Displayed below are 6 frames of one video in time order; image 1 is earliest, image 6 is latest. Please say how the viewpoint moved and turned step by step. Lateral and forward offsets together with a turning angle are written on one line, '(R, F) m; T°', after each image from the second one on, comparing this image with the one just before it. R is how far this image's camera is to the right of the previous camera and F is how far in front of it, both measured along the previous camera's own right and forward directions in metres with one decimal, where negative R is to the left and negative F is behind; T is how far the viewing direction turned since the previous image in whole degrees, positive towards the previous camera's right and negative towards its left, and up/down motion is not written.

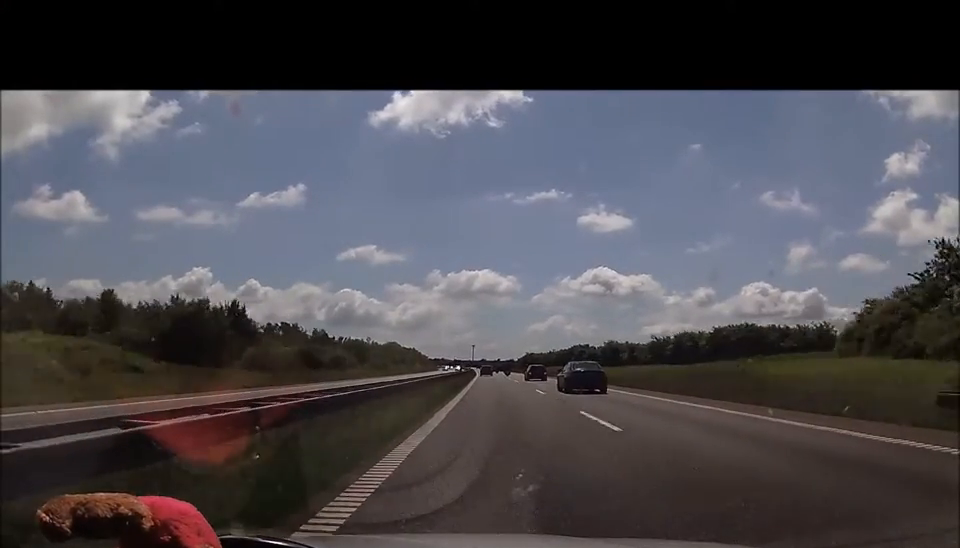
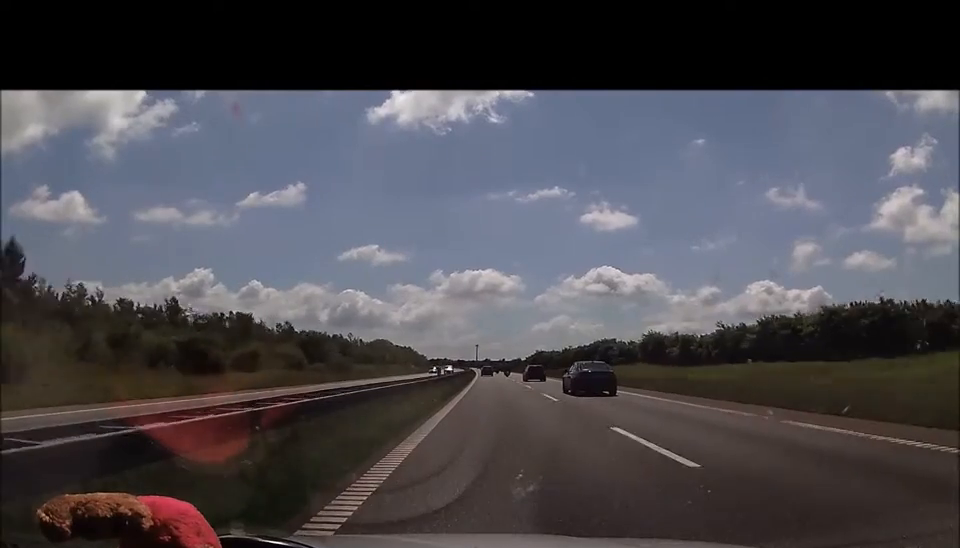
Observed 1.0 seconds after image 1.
(-0.1, +35.6) m; 0°
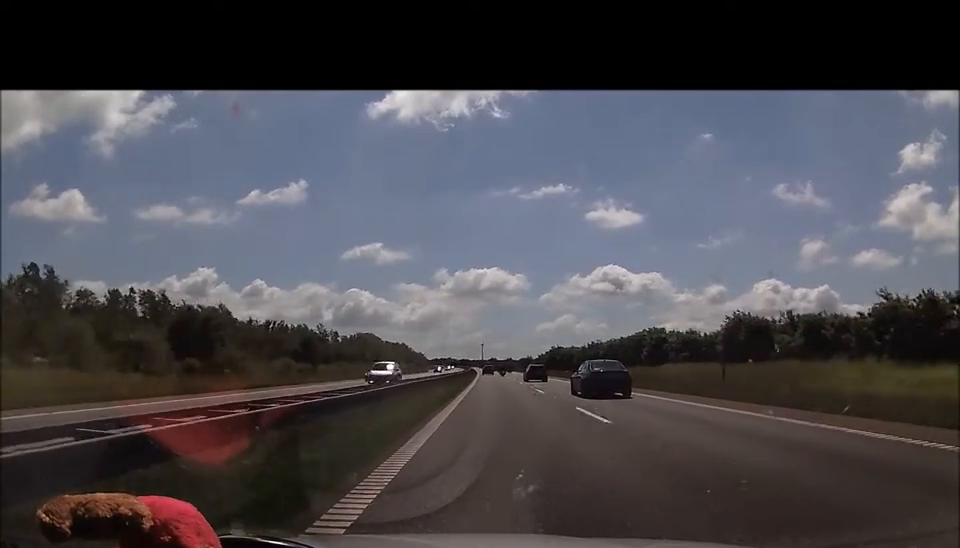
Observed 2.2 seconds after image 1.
(0.0, +42.8) m; -1°
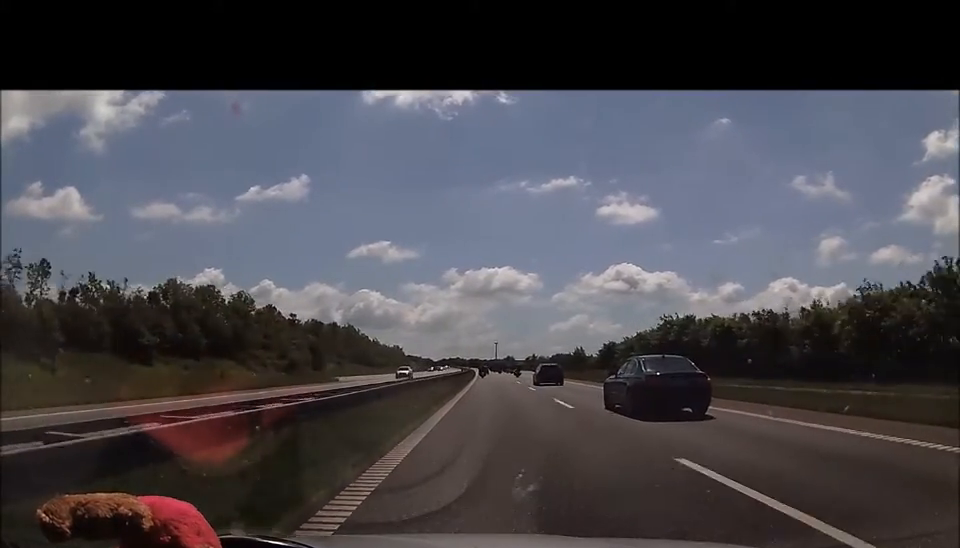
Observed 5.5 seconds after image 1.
(-1.8, +117.1) m; -1°
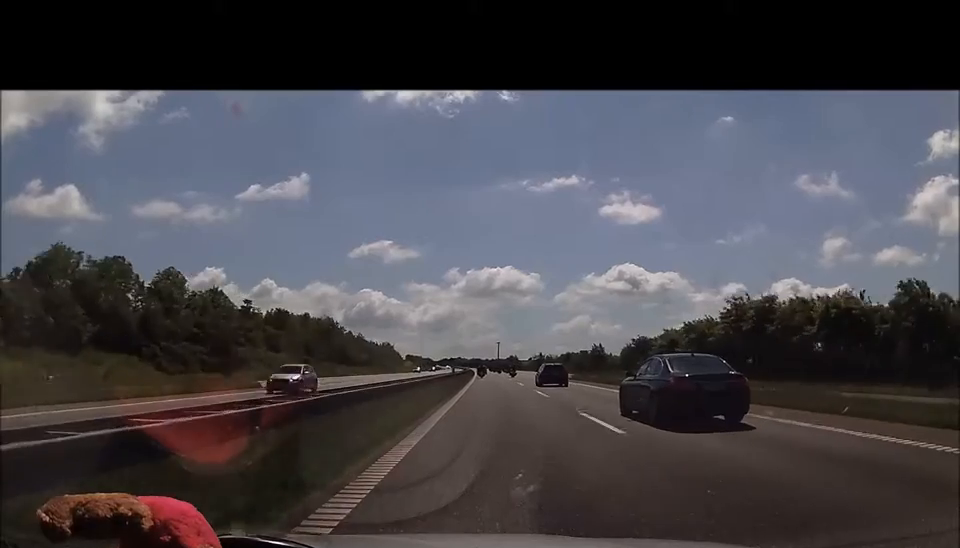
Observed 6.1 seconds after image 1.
(+0.3, +22.7) m; 0°
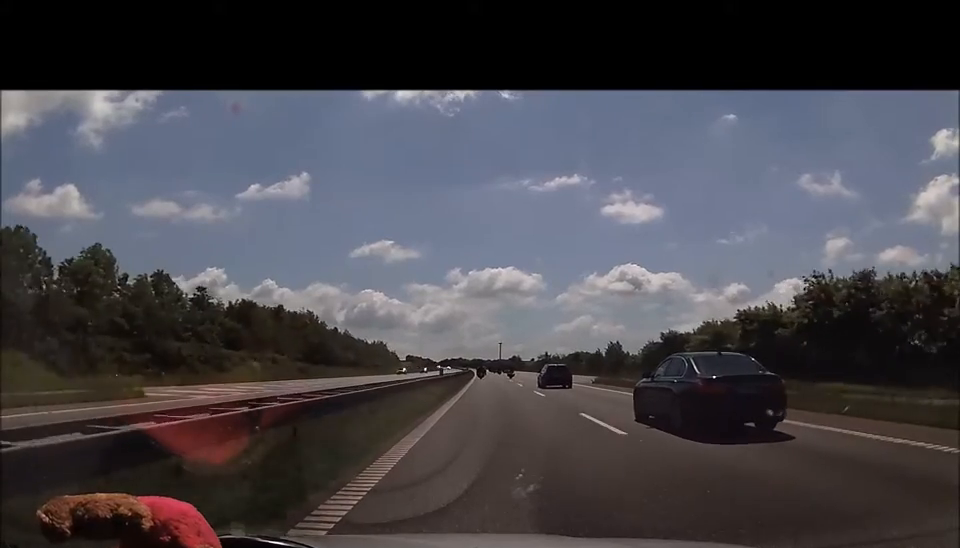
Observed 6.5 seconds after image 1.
(-0.1, +15.5) m; 0°
